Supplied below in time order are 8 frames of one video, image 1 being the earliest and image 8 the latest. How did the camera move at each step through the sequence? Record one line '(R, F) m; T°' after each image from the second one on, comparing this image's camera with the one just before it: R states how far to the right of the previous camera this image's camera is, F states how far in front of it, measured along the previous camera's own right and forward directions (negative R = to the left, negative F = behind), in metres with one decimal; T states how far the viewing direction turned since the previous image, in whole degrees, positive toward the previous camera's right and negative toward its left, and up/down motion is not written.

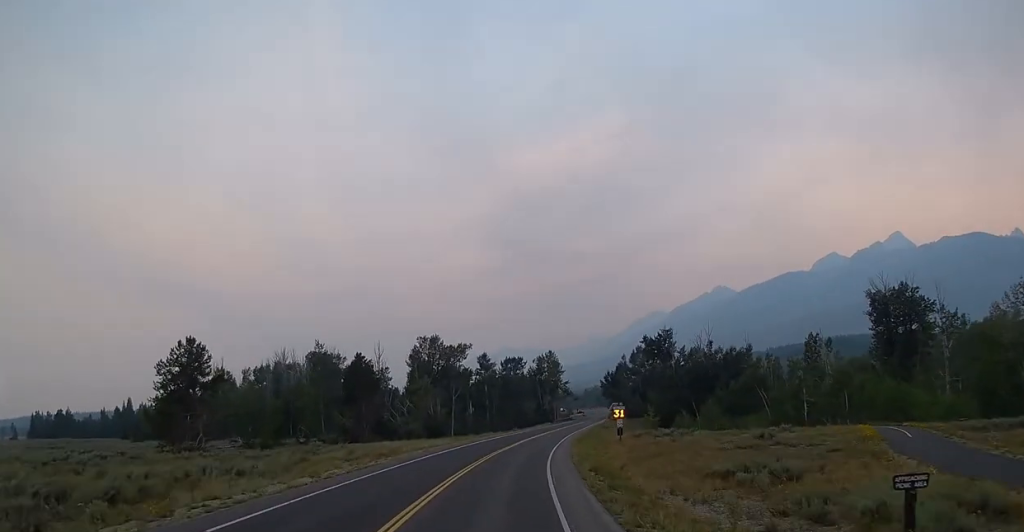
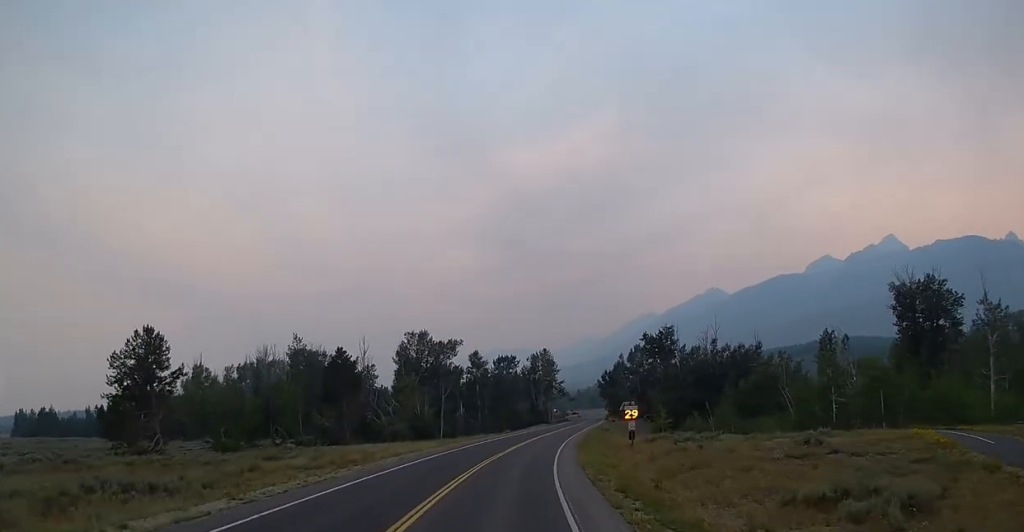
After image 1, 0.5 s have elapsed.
(+0.3, +7.2) m; +1°
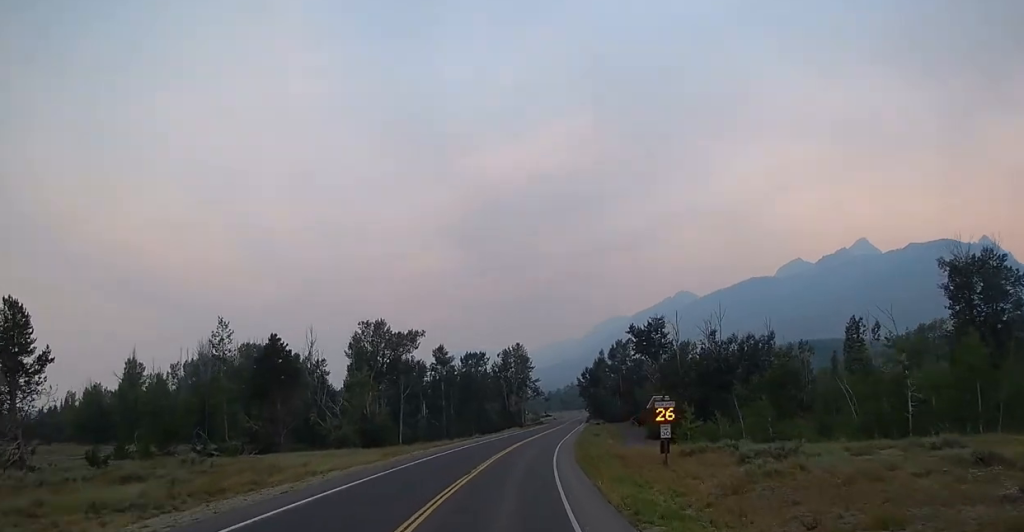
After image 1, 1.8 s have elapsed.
(+0.5, +17.2) m; +2°
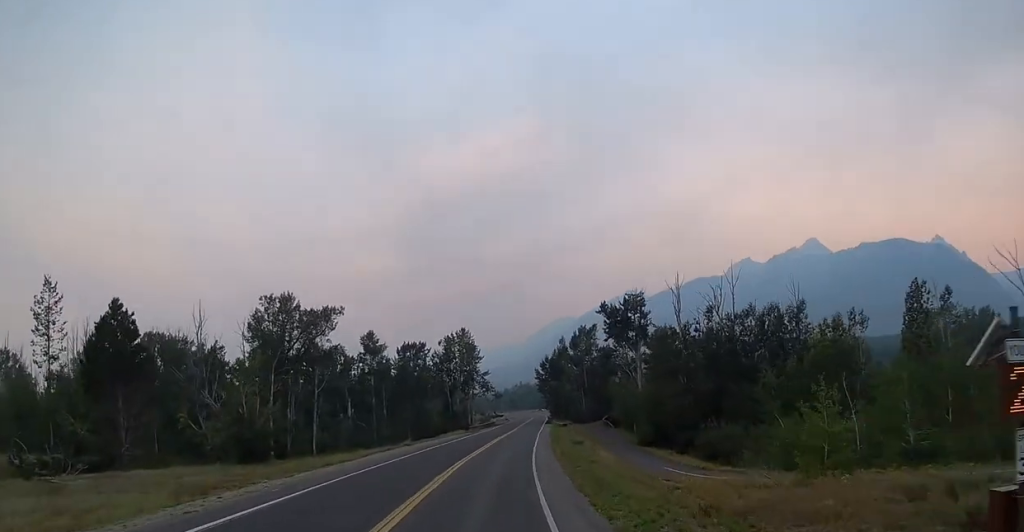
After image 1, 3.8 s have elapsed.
(+0.3, +24.8) m; +3°
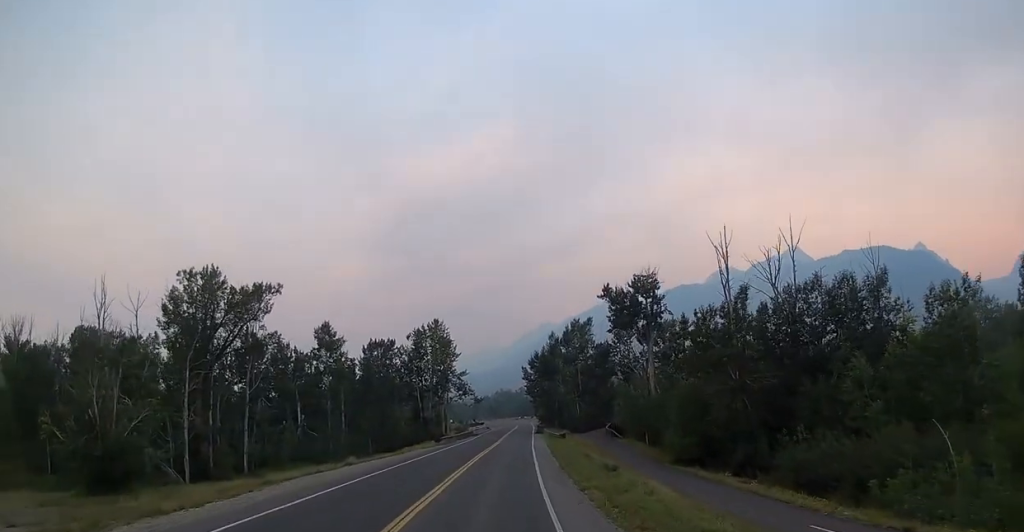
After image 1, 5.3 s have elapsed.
(+0.7, +18.5) m; +3°
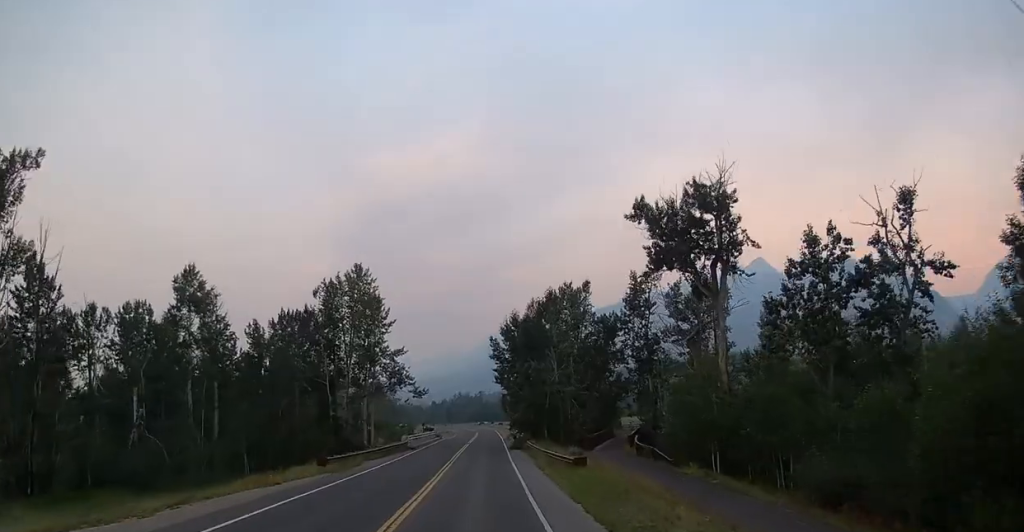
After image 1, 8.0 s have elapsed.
(+1.2, +36.7) m; +4°
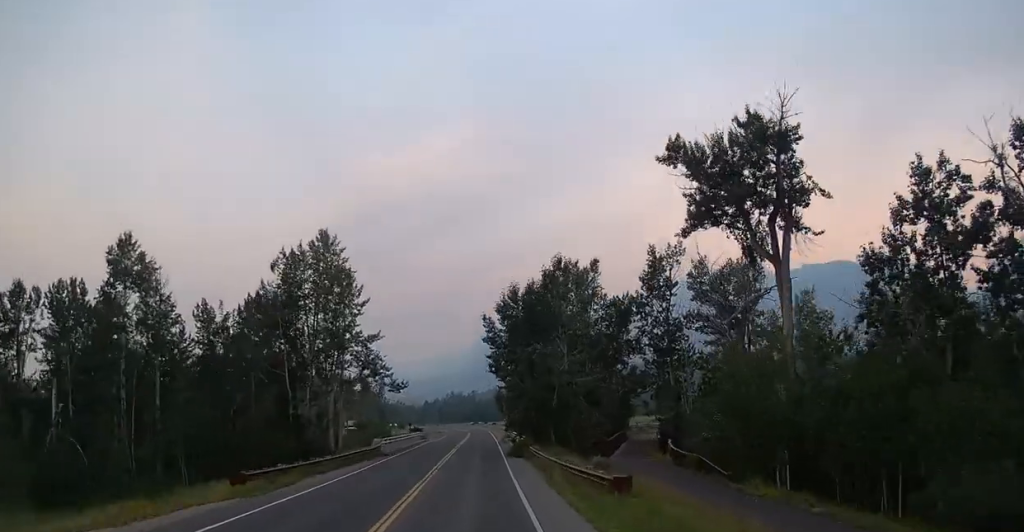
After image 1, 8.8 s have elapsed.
(+0.2, +11.3) m; 0°
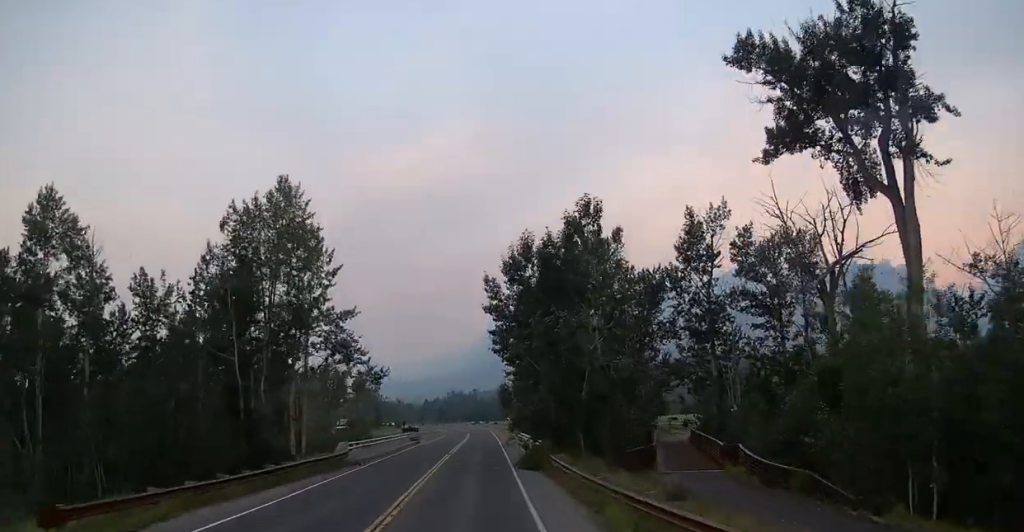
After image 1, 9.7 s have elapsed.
(-0.1, +11.2) m; -1°
